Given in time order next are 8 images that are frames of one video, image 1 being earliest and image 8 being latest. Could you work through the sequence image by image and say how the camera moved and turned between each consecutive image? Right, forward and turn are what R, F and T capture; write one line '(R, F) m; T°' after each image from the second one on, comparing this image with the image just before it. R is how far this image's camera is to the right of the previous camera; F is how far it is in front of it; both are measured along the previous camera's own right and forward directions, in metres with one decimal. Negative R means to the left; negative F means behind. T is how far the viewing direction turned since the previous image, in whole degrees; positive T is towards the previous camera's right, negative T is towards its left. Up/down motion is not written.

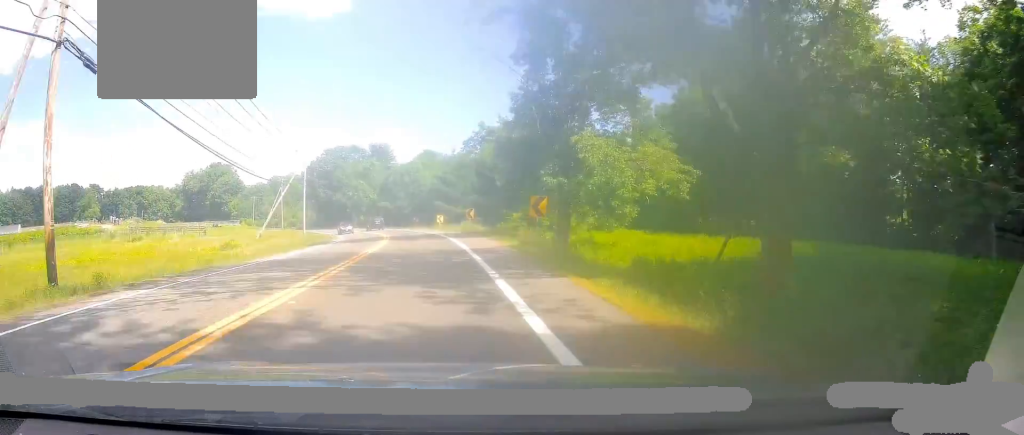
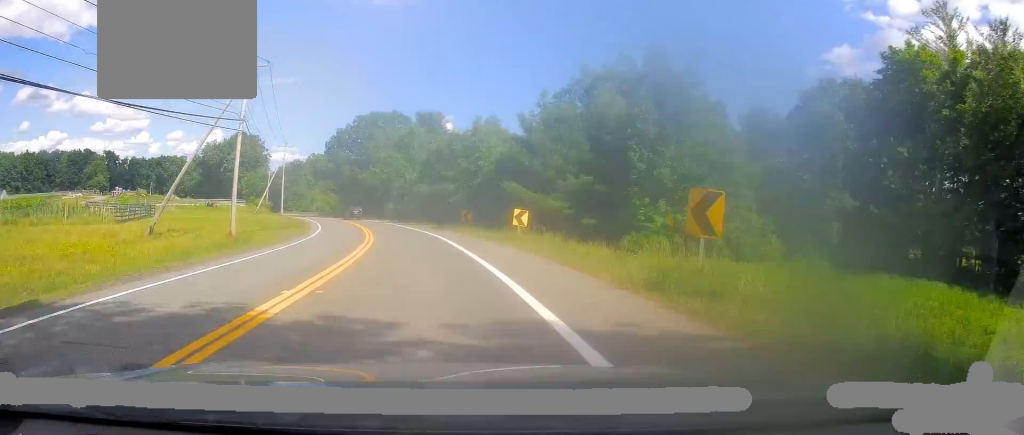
(-1.1, +35.3) m; -4°
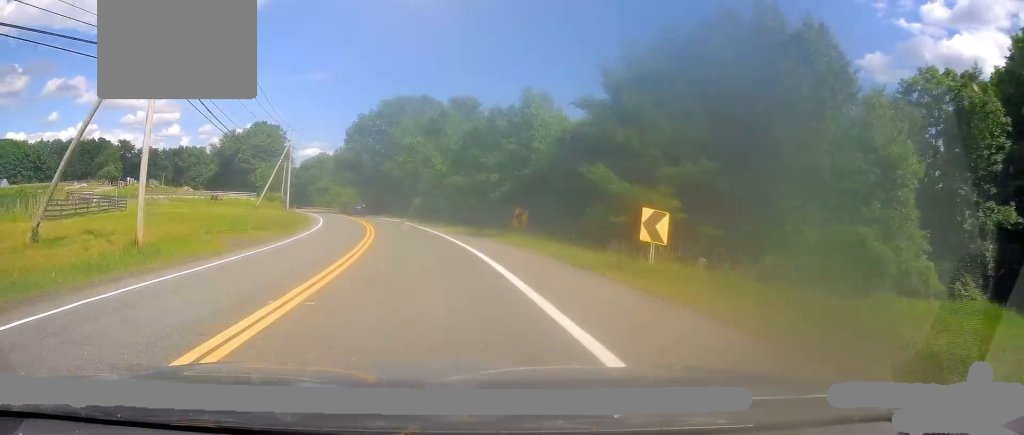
(+0.2, +13.8) m; -3°
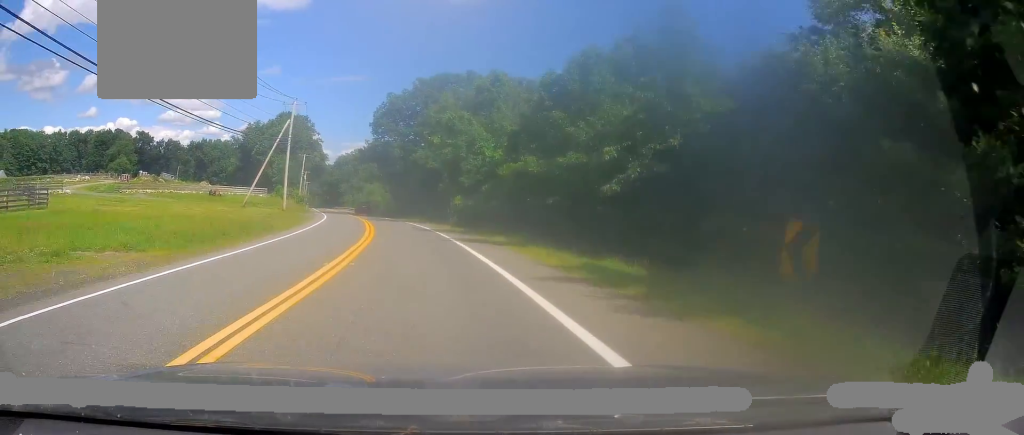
(-1.1, +18.7) m; -4°
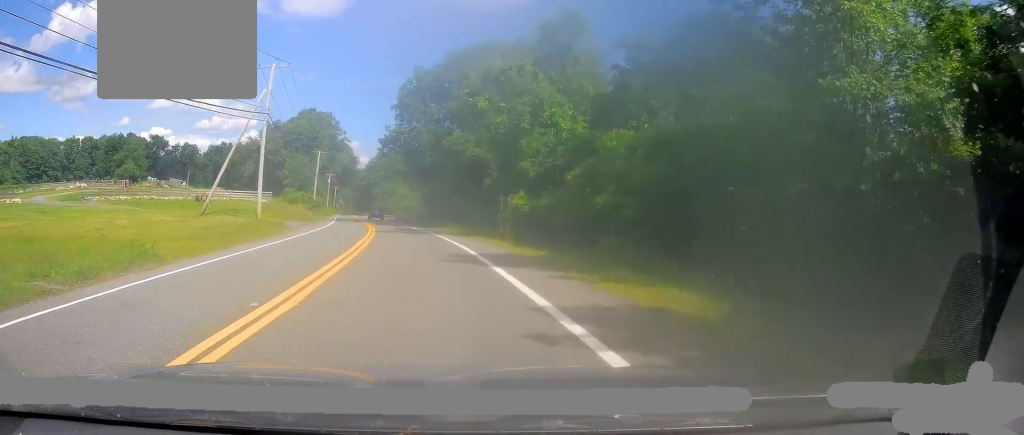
(-0.4, +19.0) m; -3°
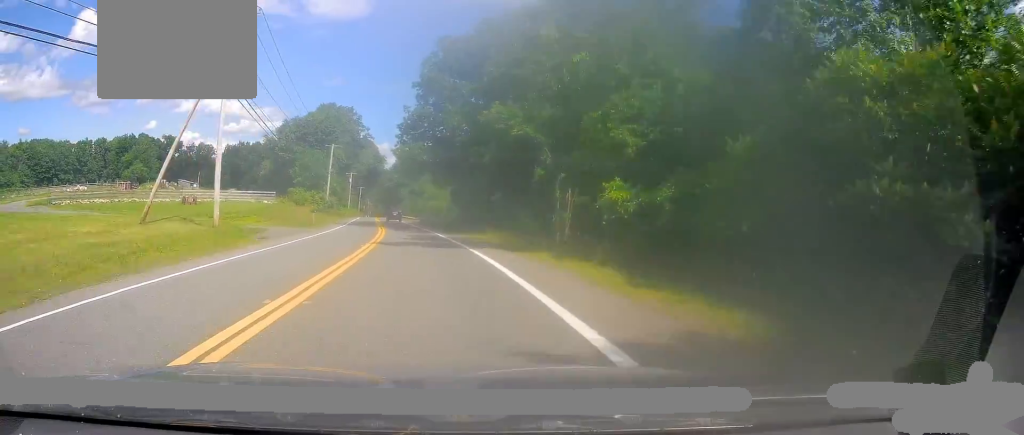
(-0.2, +11.6) m; -3°
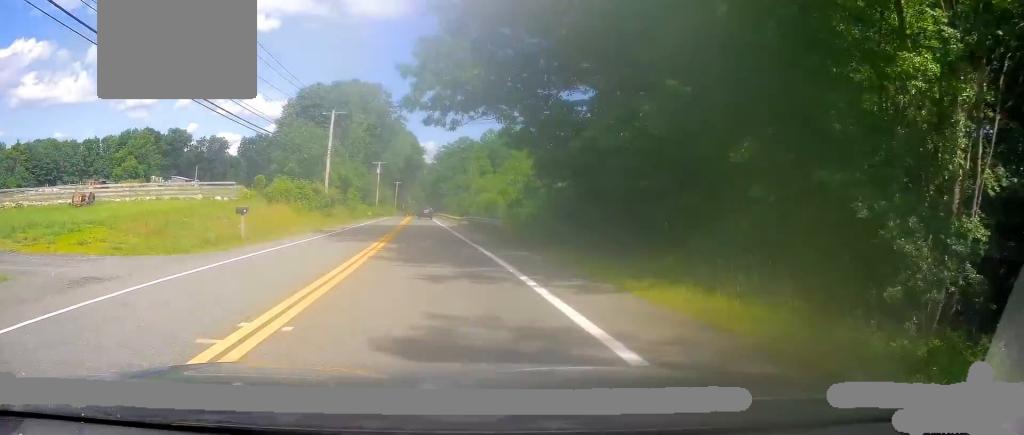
(-2.3, +27.8) m; -9°
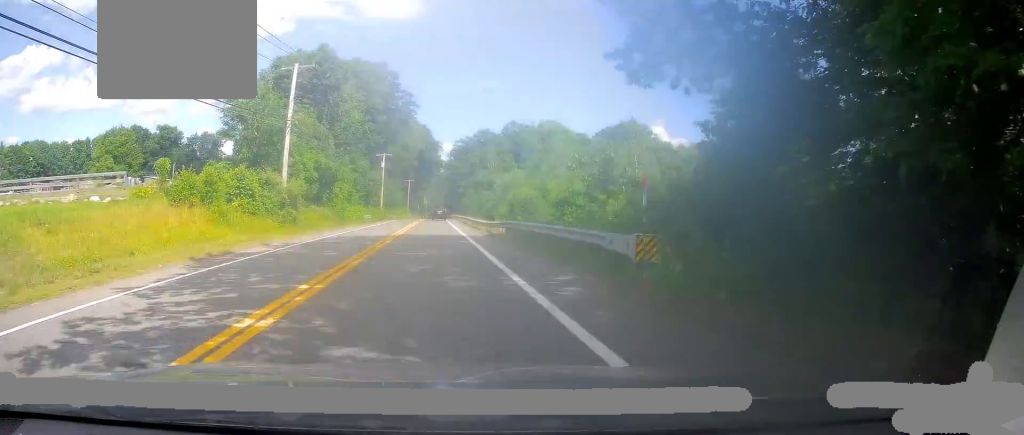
(-0.8, +19.0) m; -1°
